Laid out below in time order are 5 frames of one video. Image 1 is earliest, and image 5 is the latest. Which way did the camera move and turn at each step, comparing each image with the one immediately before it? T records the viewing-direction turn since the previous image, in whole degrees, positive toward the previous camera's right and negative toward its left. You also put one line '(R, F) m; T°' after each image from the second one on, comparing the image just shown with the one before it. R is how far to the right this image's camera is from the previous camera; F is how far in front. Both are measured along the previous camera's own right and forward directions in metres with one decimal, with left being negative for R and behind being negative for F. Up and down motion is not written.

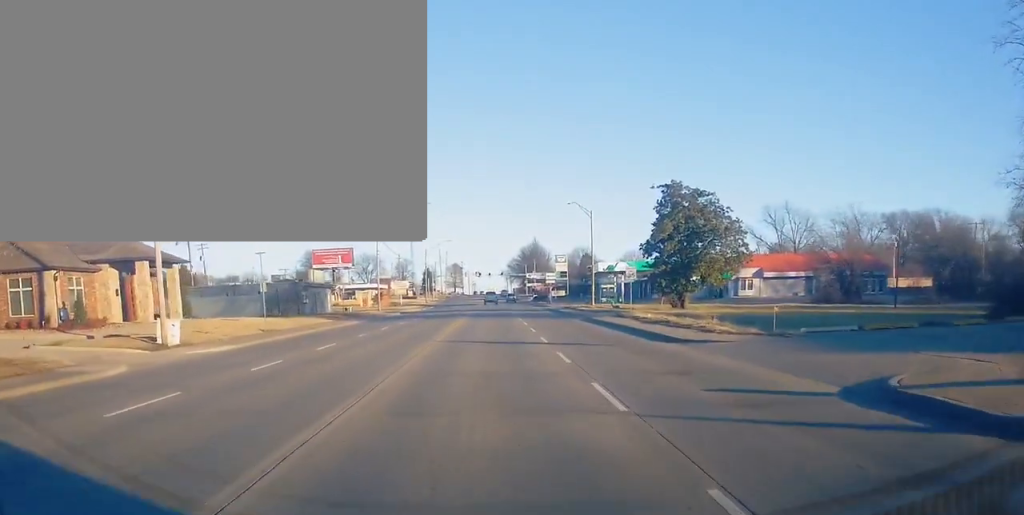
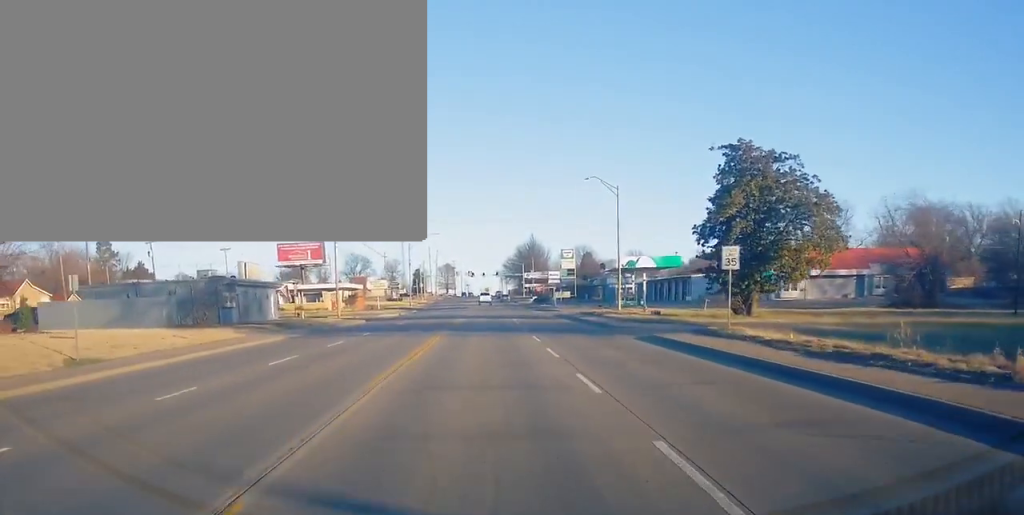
(0.0, +19.9) m; 0°
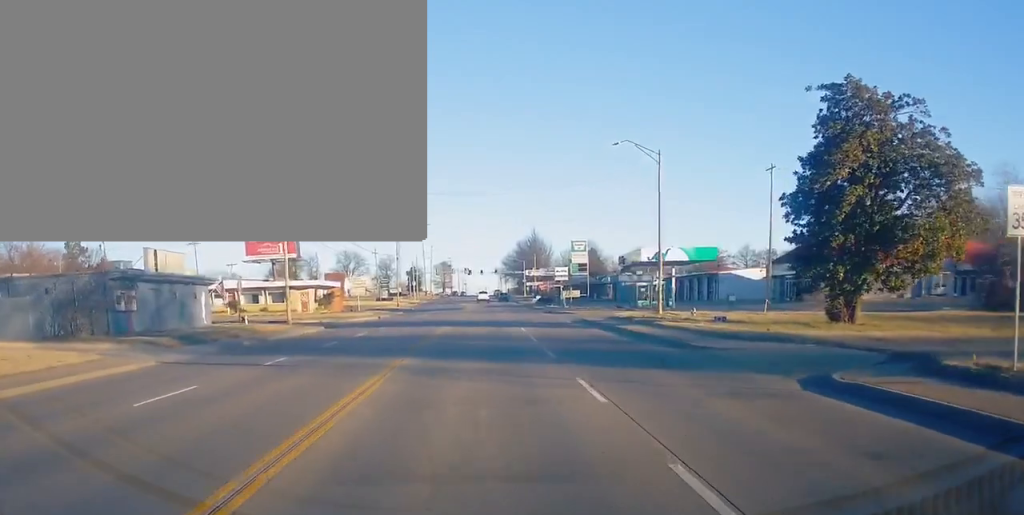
(0.0, +15.5) m; 0°
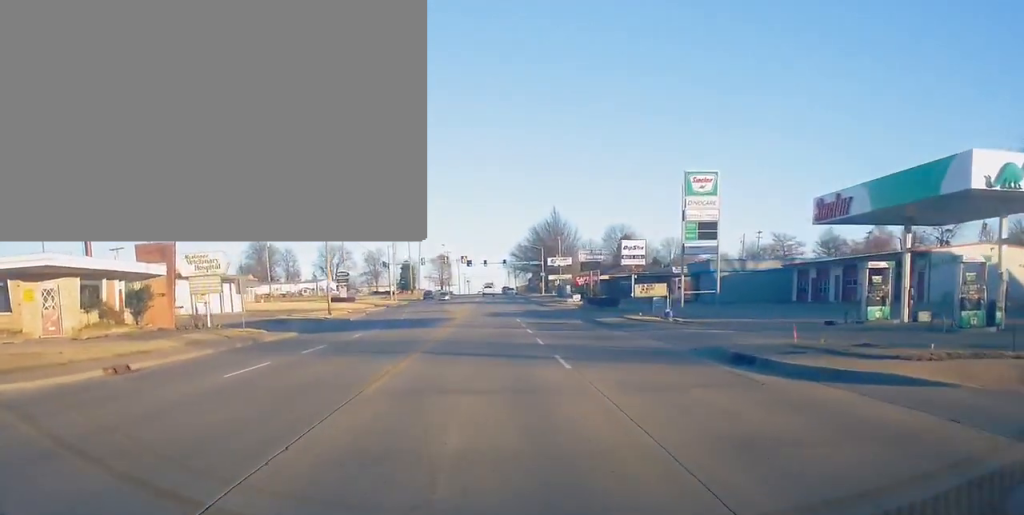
(0.0, +52.9) m; 0°
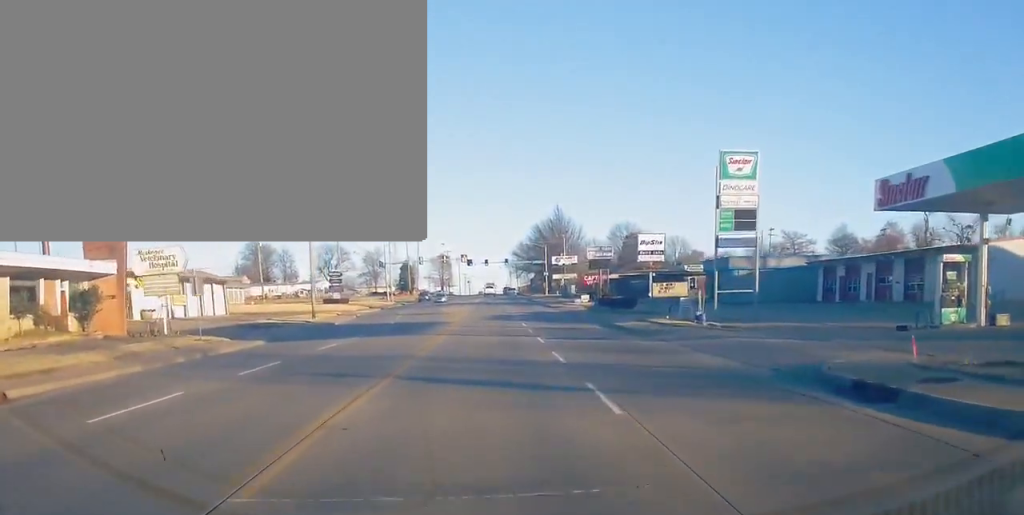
(0.0, +6.3) m; 0°
